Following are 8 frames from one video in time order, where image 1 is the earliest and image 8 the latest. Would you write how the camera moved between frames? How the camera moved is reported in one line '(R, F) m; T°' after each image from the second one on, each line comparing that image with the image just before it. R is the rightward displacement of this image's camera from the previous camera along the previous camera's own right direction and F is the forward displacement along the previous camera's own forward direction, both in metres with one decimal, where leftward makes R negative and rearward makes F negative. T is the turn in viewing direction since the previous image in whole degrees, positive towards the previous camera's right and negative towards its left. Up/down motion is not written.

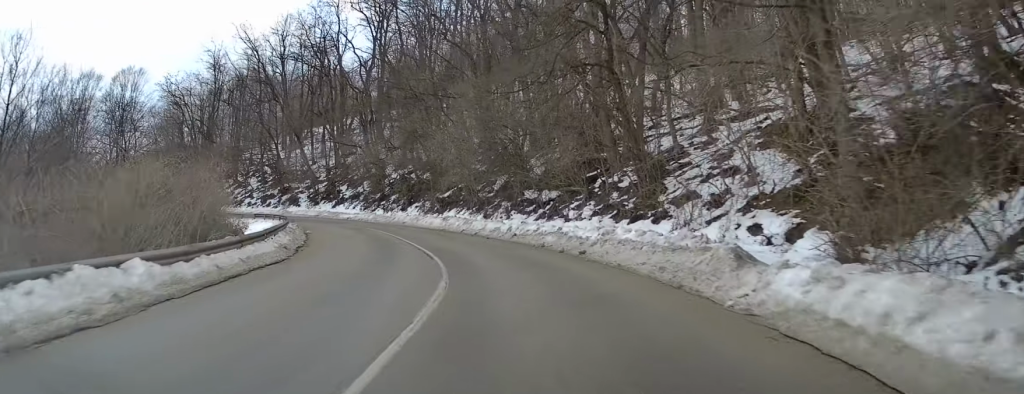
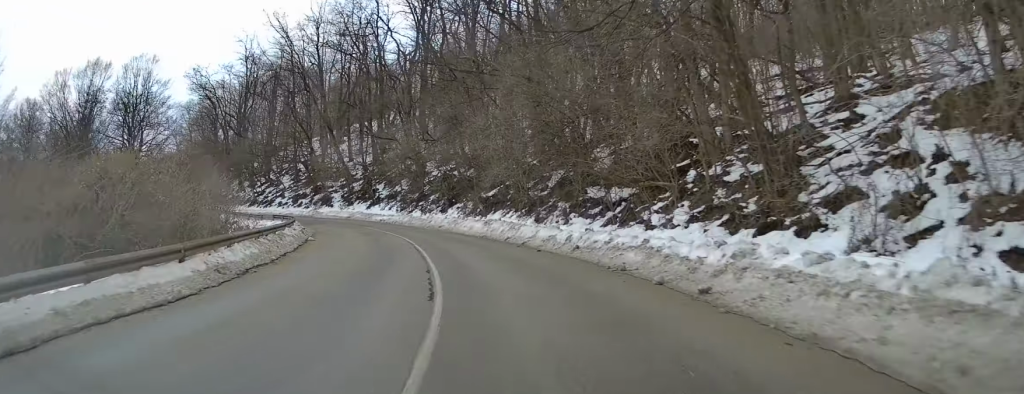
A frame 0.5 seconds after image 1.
(0.0, +7.6) m; -3°
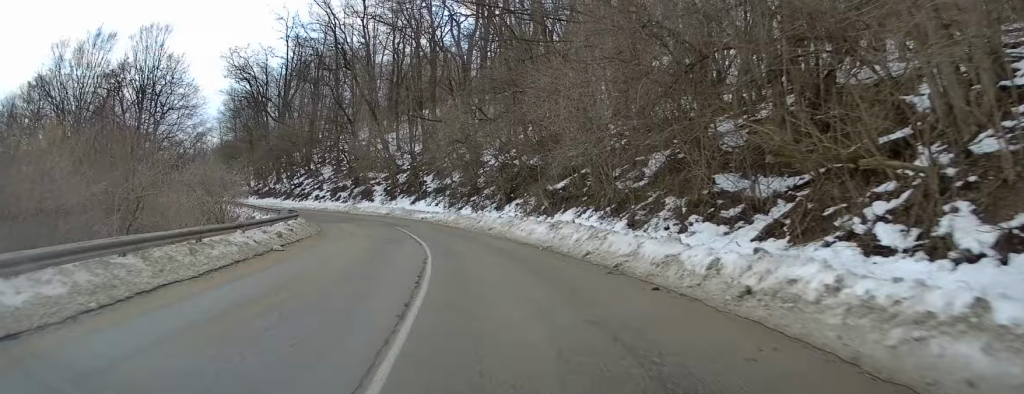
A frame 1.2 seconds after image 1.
(-0.5, +9.9) m; -6°
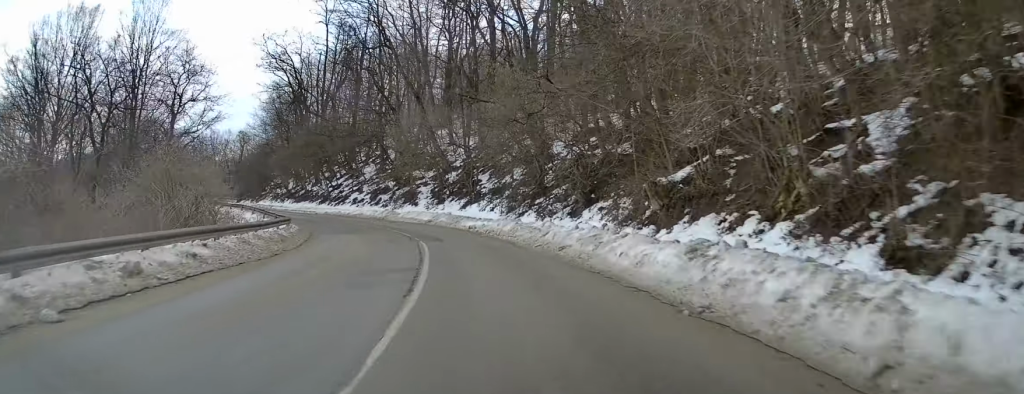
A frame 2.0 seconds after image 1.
(-0.7, +10.7) m; -5°
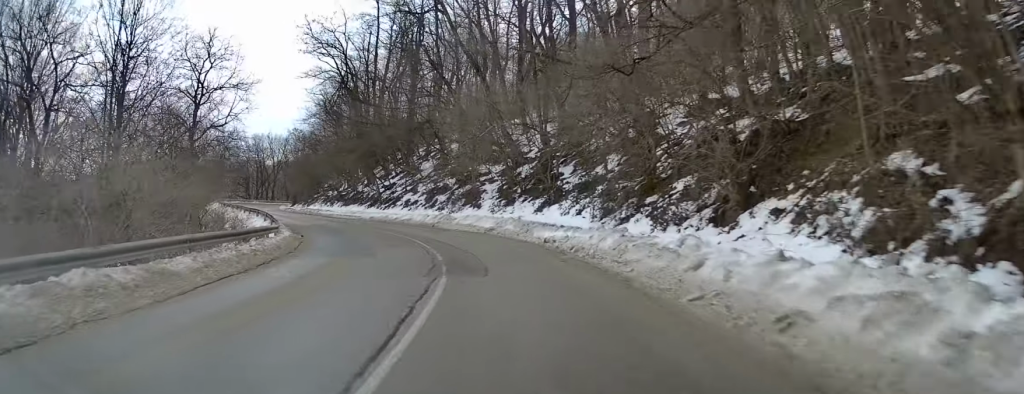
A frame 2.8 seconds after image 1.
(-0.5, +10.7) m; -6°
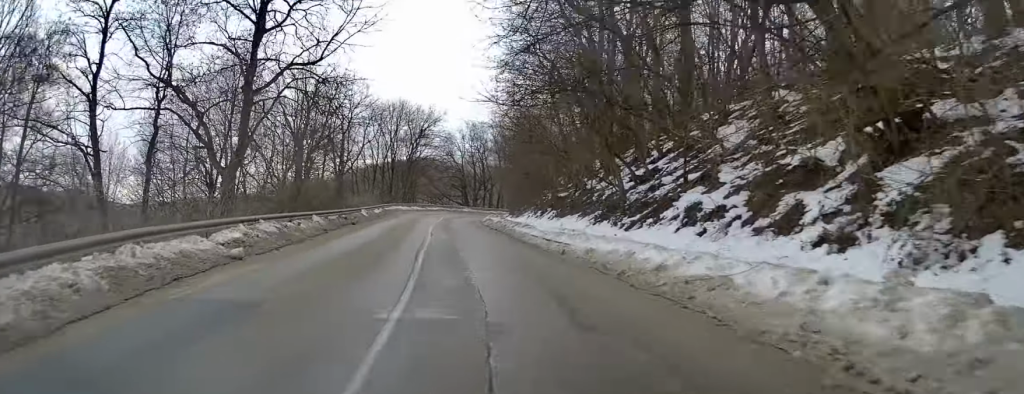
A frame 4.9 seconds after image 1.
(-5.8, +28.5) m; -22°
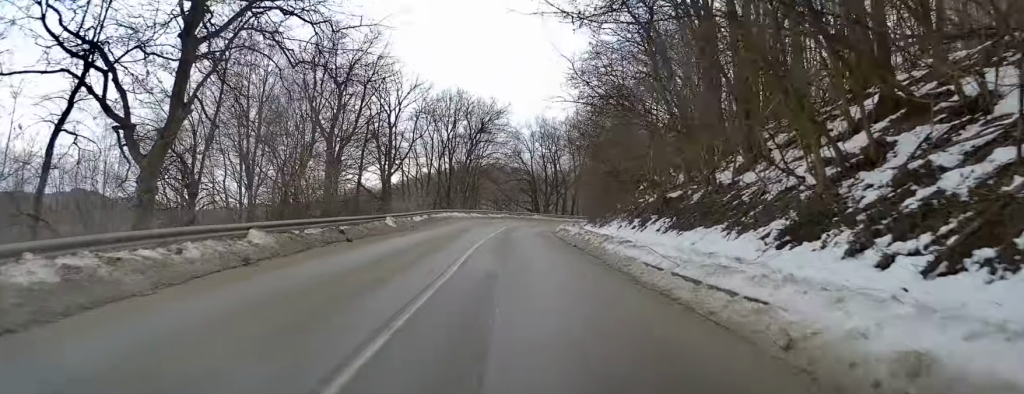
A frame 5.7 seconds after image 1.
(-0.7, +11.3) m; -4°
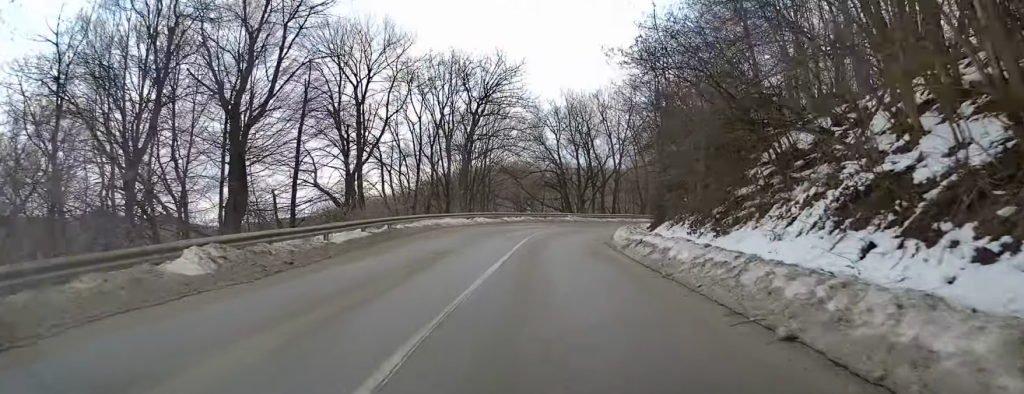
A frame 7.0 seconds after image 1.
(-0.3, +19.2) m; -2°
